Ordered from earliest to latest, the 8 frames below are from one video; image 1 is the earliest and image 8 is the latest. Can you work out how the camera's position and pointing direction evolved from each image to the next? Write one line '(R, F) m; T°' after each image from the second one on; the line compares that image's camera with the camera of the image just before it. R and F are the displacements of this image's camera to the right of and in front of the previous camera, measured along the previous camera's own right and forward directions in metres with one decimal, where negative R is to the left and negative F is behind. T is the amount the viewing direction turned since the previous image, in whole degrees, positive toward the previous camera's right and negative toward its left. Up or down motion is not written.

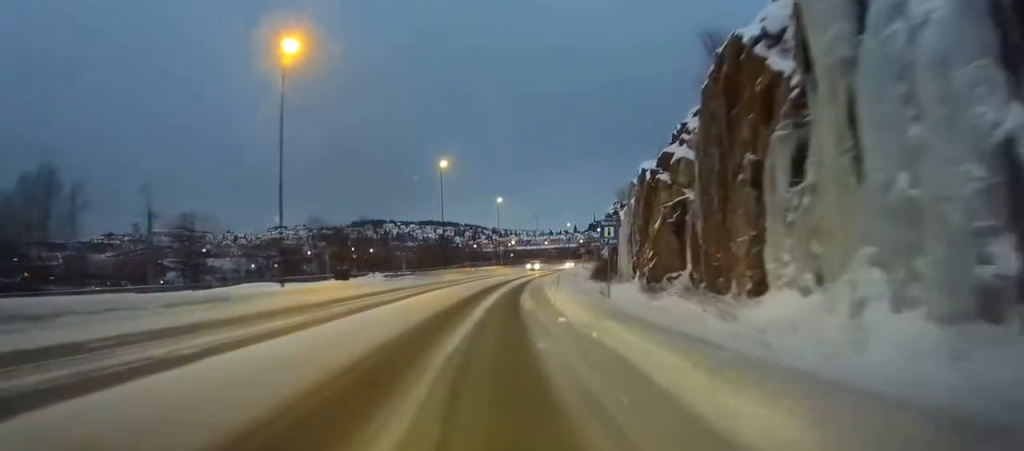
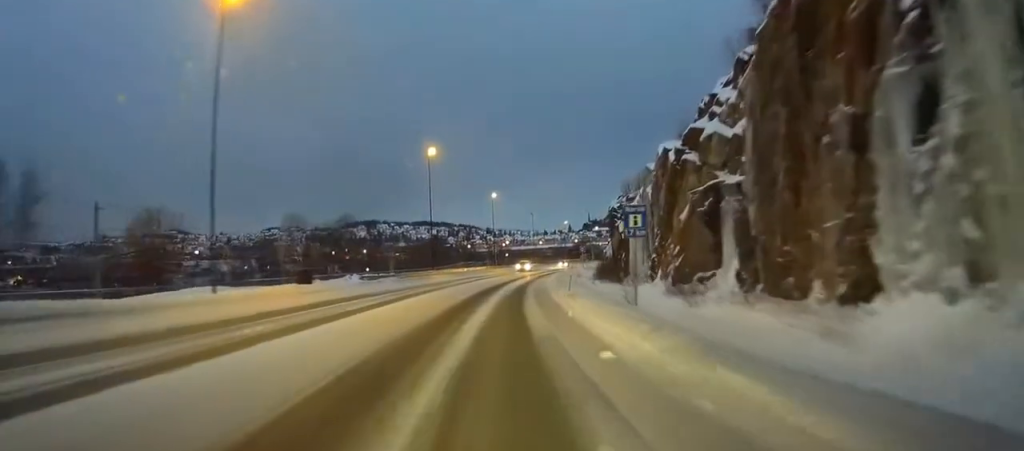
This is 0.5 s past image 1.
(0.0, +7.5) m; +1°
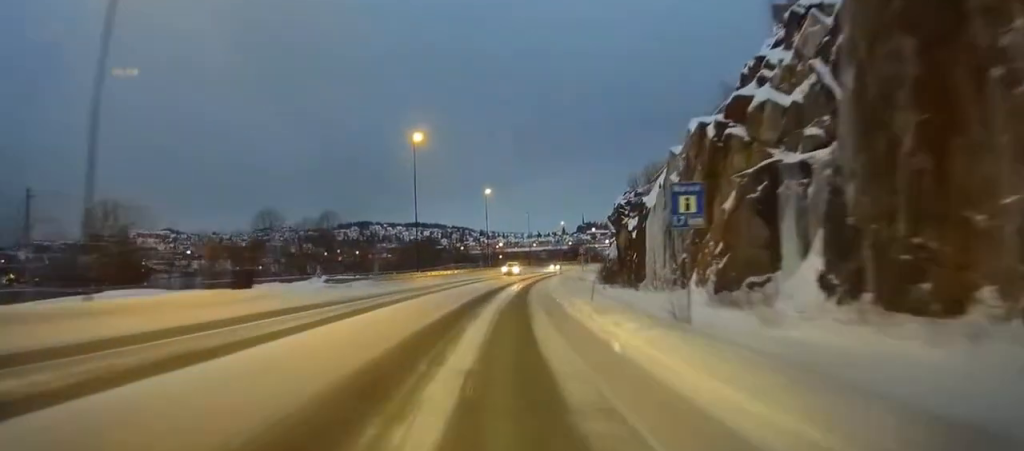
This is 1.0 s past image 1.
(+0.2, +8.0) m; +1°
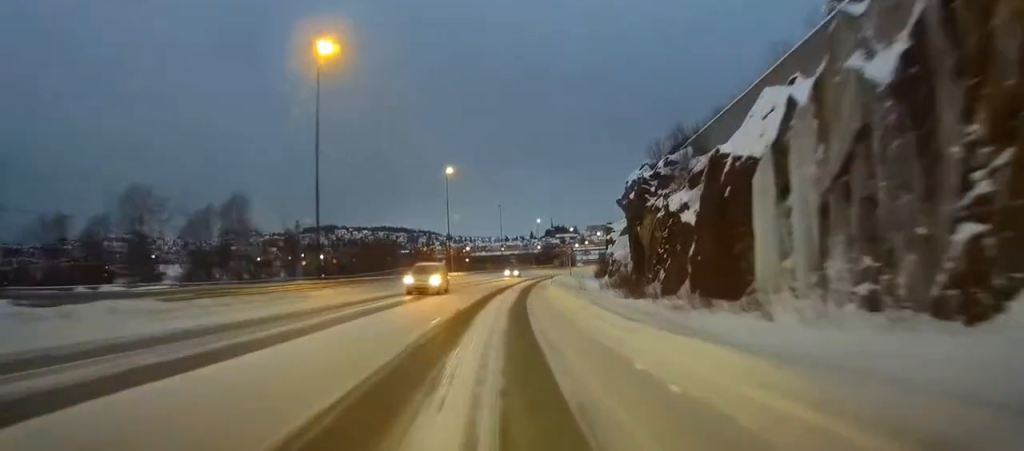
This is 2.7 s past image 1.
(+0.7, +24.3) m; +3°
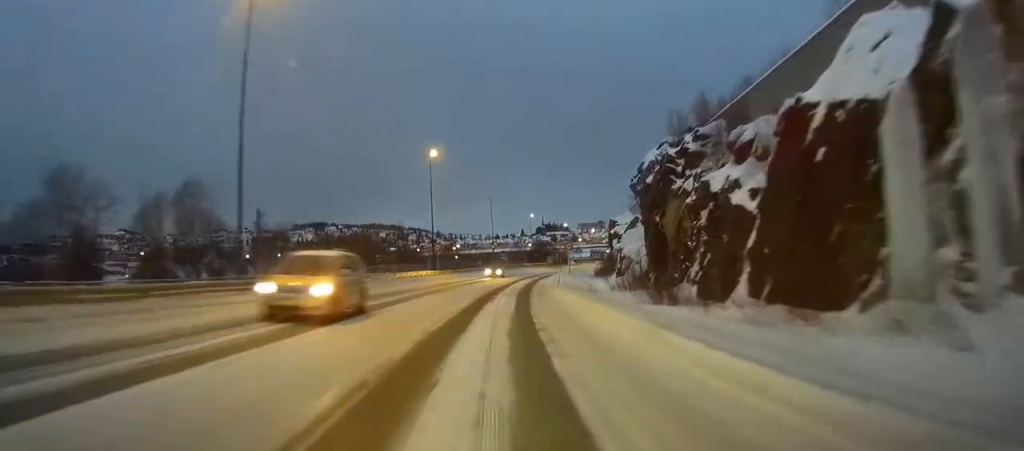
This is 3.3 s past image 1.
(0.0, +9.5) m; +1°
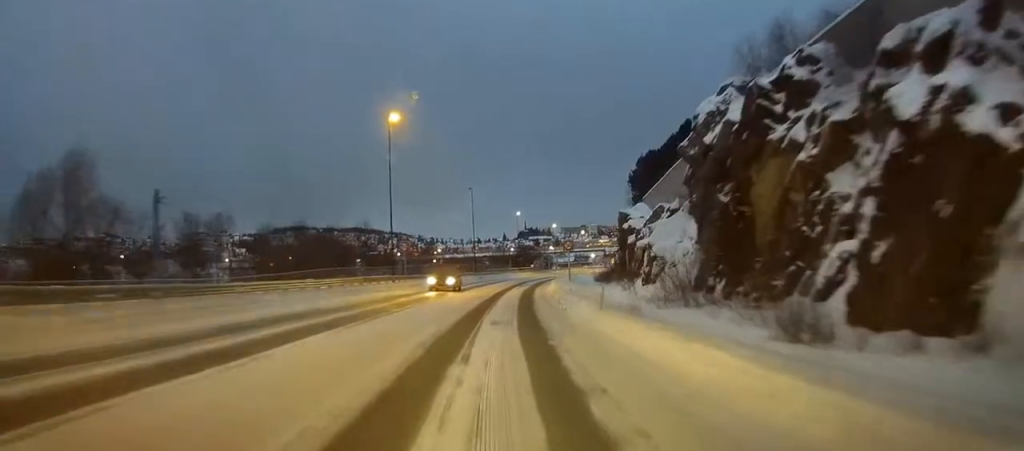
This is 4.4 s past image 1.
(+0.4, +17.1) m; +3°
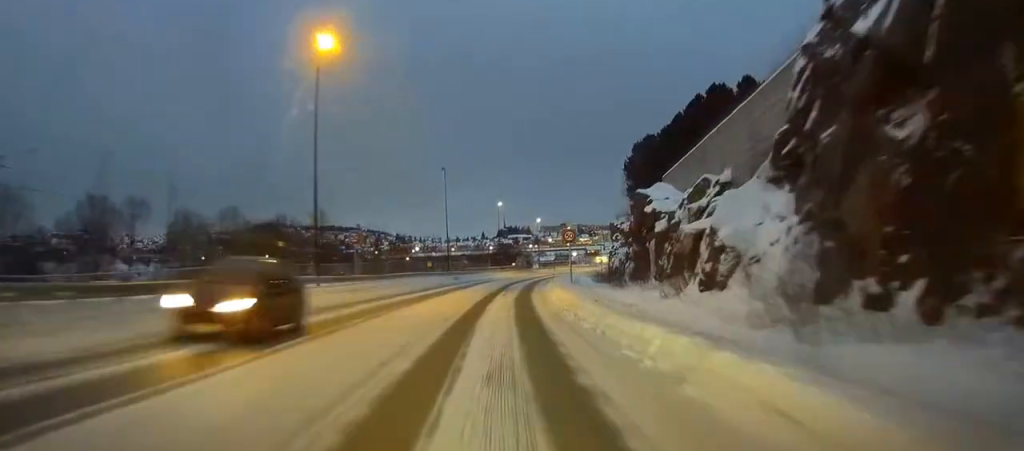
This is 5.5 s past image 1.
(+0.3, +16.3) m; +2°
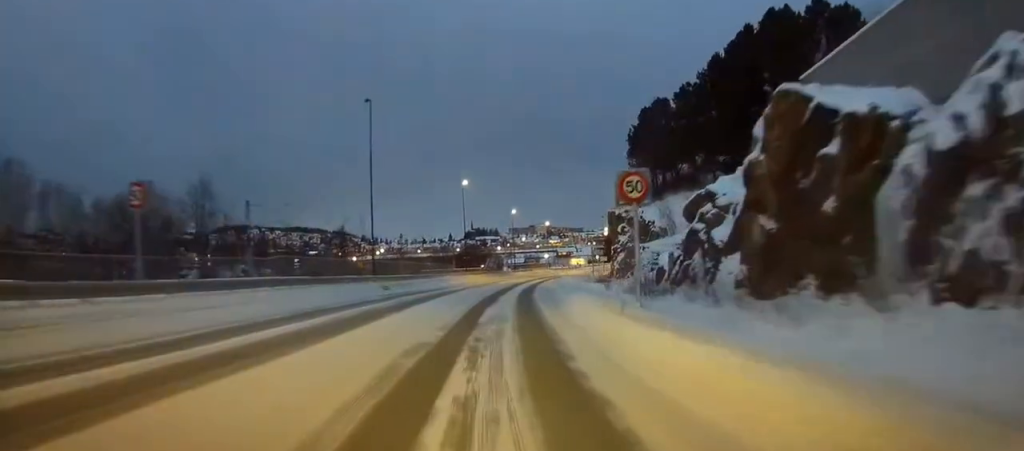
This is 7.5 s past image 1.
(+0.3, +31.1) m; +1°
